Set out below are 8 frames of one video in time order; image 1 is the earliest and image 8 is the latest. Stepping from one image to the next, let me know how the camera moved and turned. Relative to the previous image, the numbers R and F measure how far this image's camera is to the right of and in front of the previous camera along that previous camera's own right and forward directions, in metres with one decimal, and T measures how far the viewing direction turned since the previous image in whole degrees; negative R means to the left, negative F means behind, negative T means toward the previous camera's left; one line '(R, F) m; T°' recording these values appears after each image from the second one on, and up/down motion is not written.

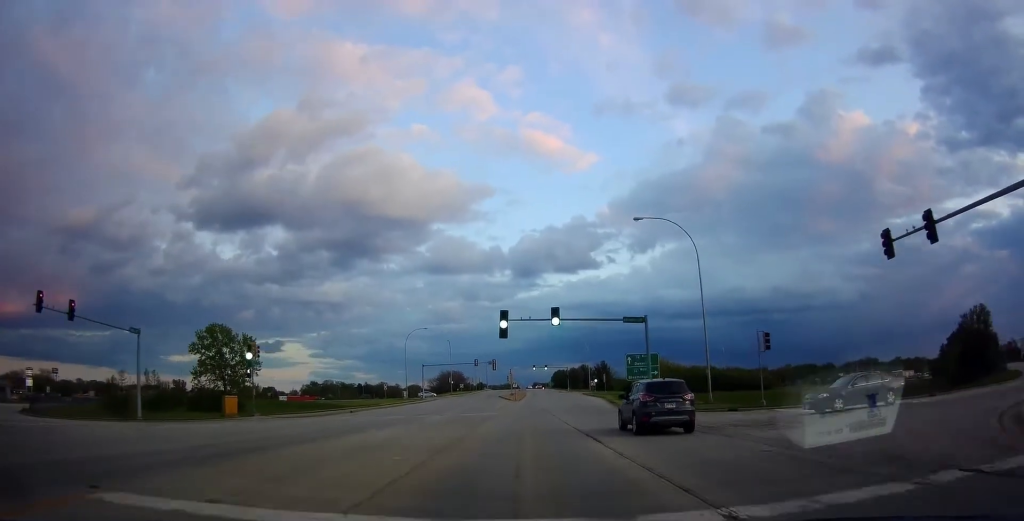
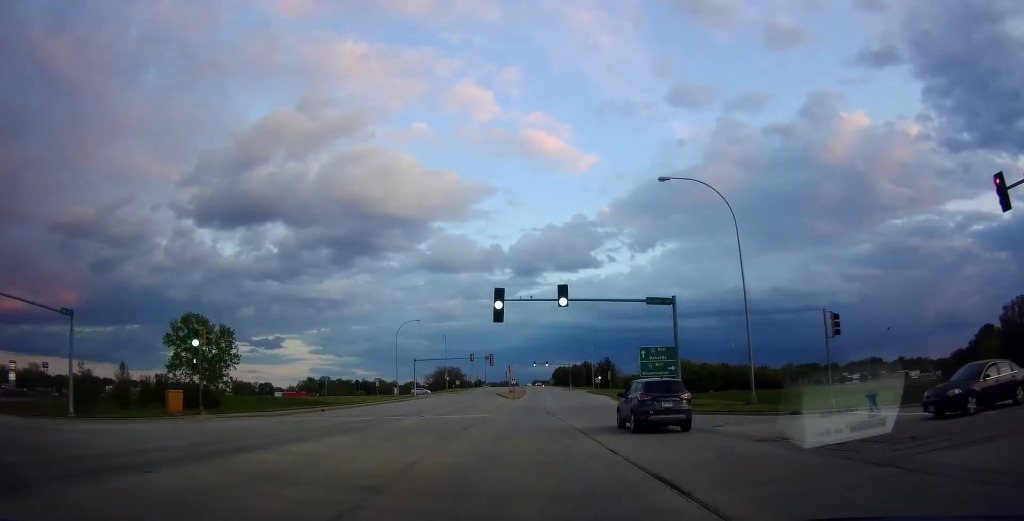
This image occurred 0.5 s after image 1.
(0.0, +8.3) m; 0°
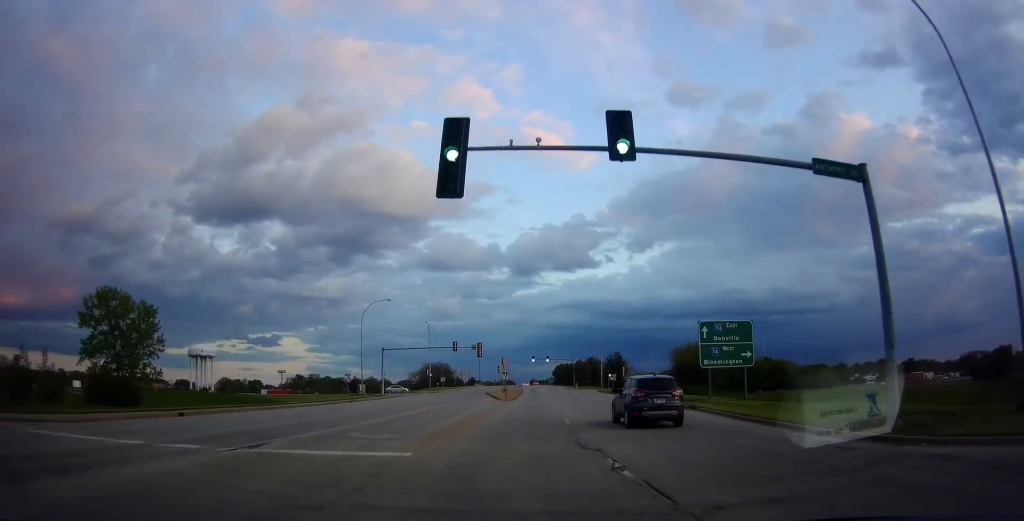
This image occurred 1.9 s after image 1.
(0.0, +22.4) m; 0°
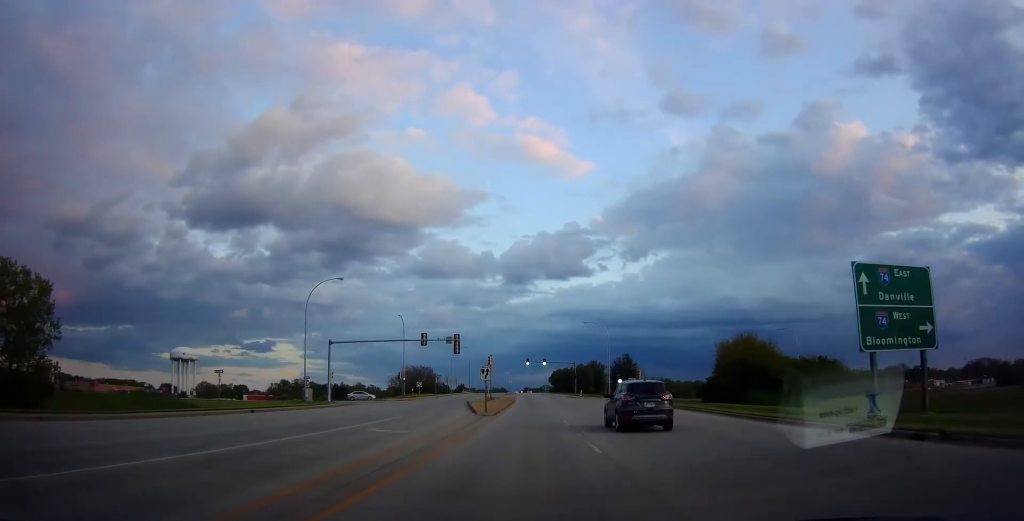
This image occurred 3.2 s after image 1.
(0.0, +20.4) m; 0°
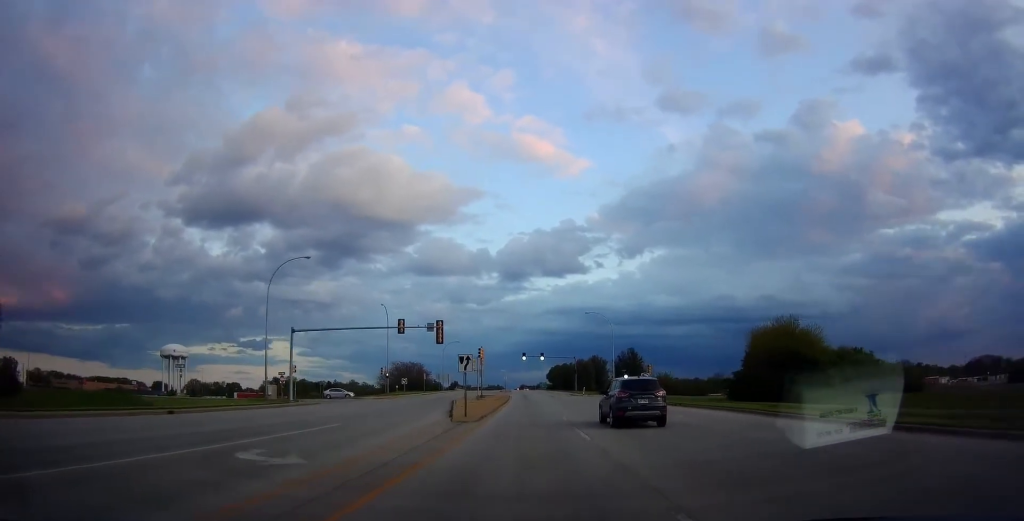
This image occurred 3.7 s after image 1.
(0.0, +9.5) m; 0°
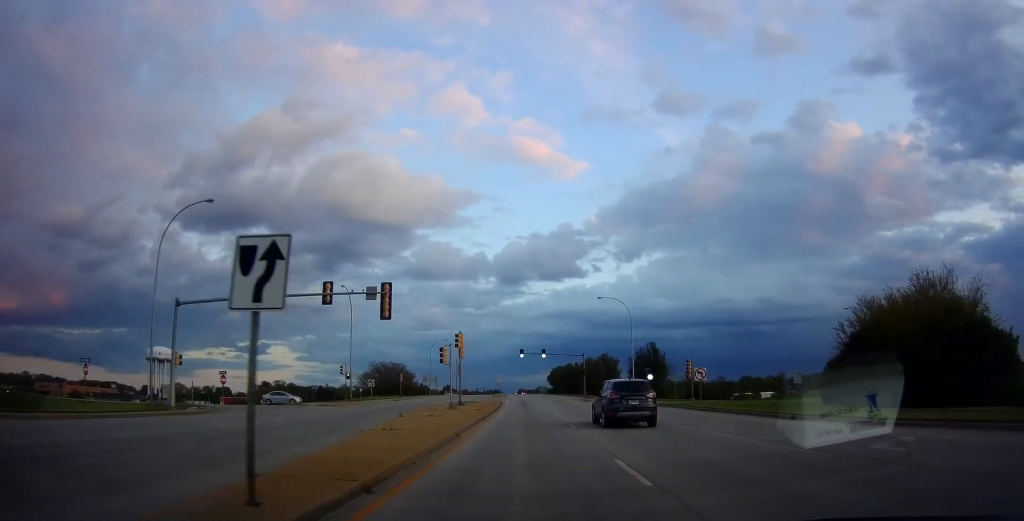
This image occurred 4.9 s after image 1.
(0.0, +20.1) m; 0°
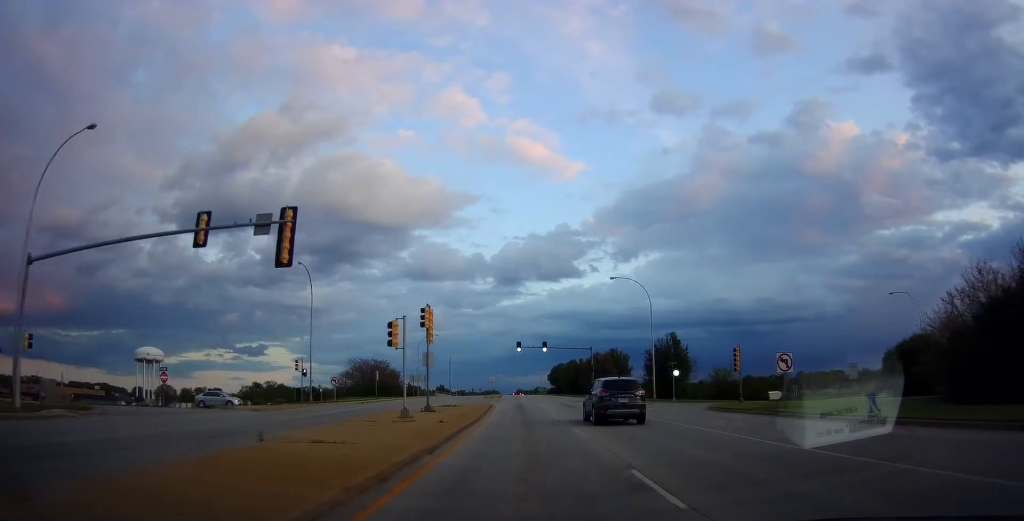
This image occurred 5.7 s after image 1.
(0.0, +13.5) m; +1°
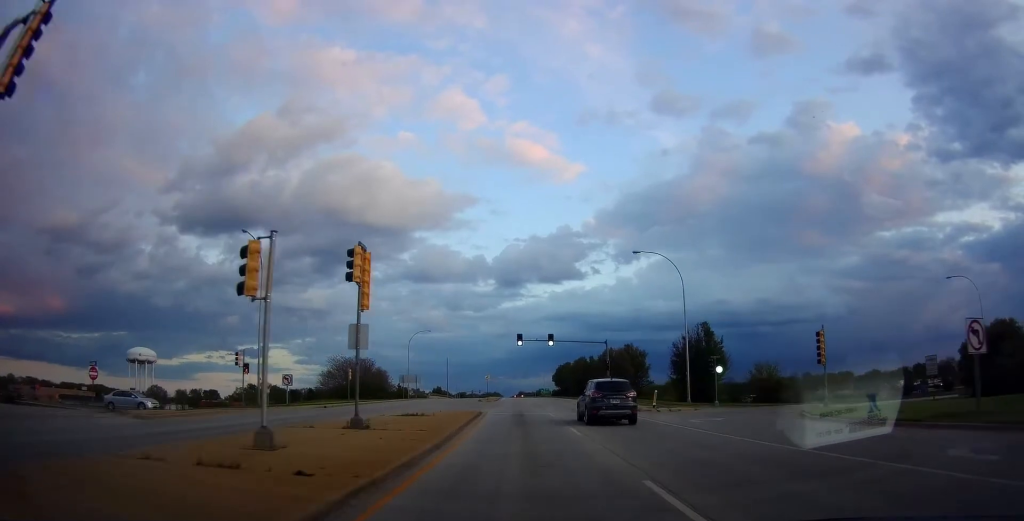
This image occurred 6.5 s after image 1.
(+0.3, +13.6) m; 0°
